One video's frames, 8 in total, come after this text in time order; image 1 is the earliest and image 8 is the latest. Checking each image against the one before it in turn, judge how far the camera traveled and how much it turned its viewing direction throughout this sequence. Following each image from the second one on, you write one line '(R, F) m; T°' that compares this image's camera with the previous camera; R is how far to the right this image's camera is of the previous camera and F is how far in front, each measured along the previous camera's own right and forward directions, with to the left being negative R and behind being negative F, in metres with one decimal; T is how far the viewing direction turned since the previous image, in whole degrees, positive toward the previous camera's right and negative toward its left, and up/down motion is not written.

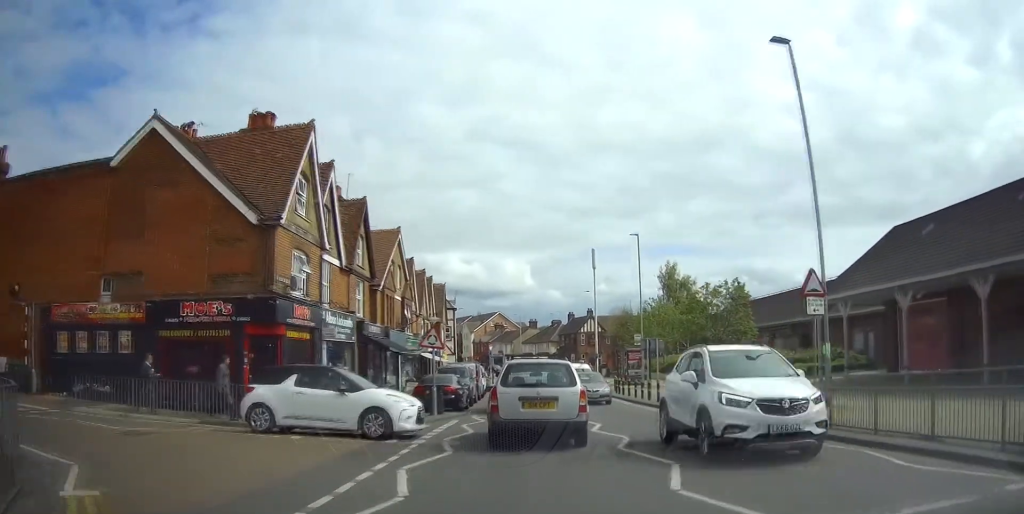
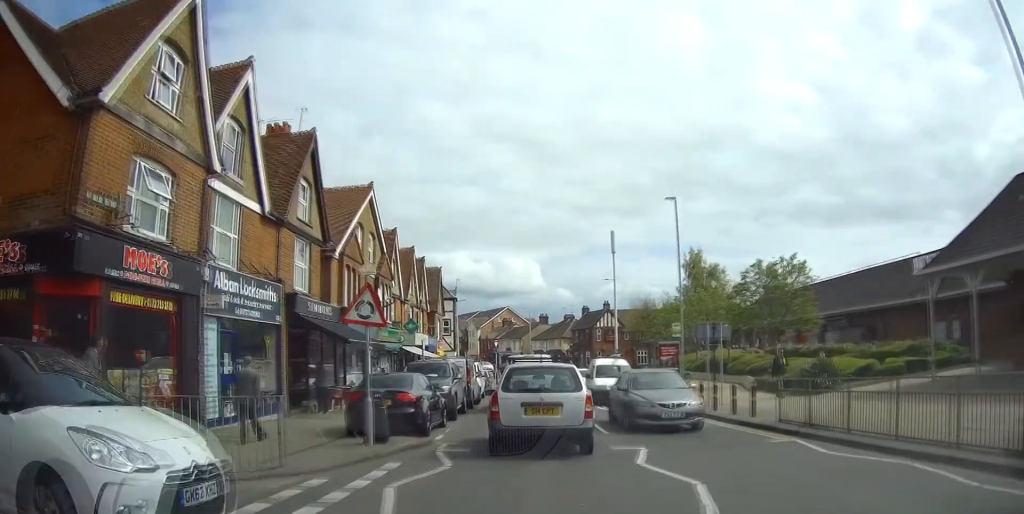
(+0.1, +9.5) m; +3°
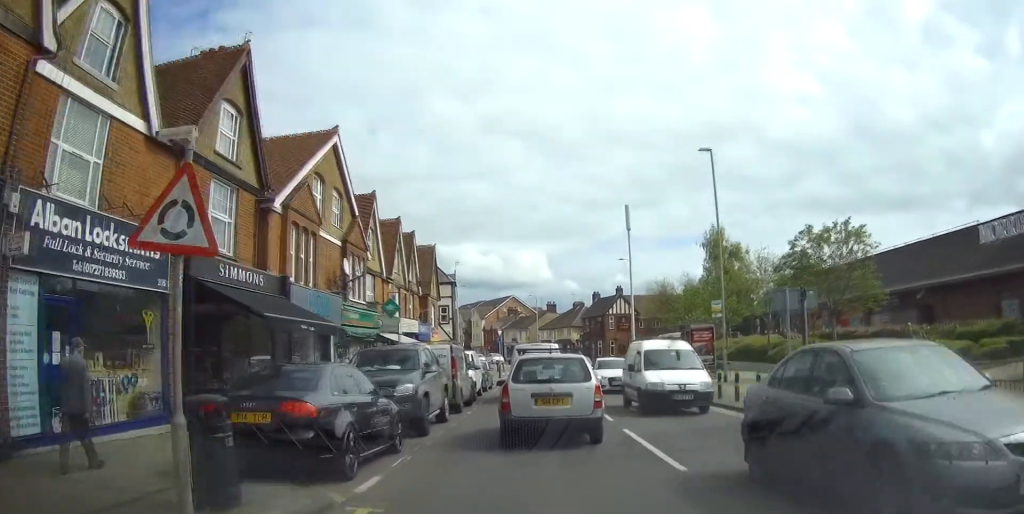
(+0.2, +6.9) m; 0°
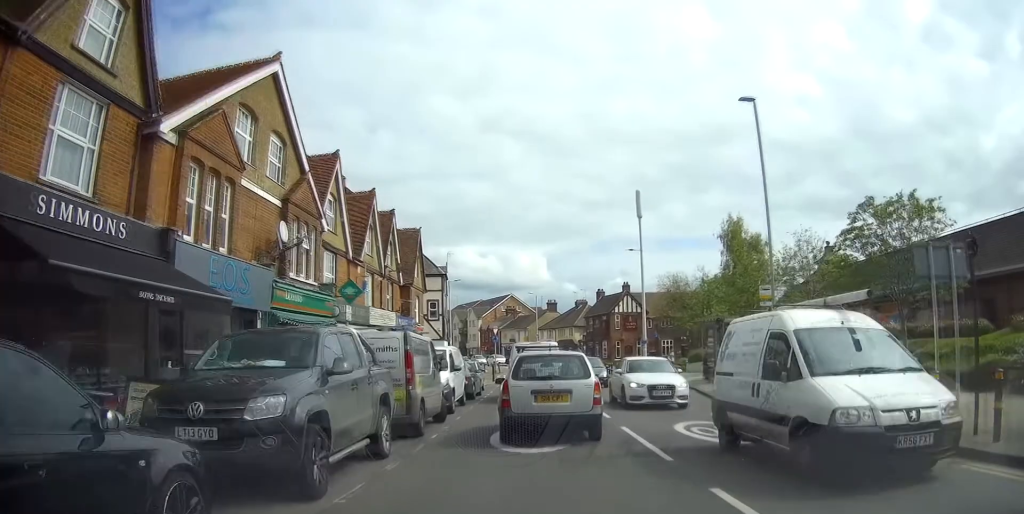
(-0.2, +6.5) m; -2°
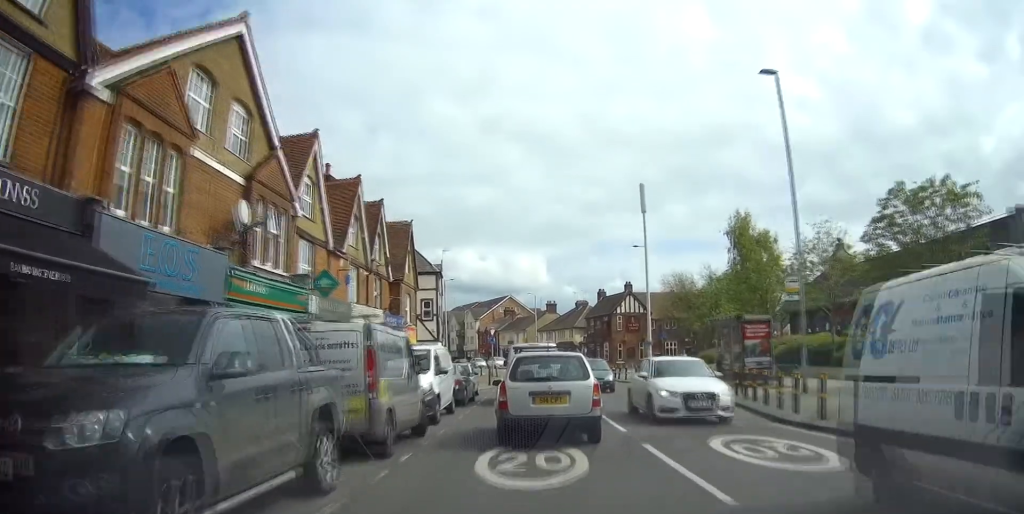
(0.0, +2.7) m; 0°
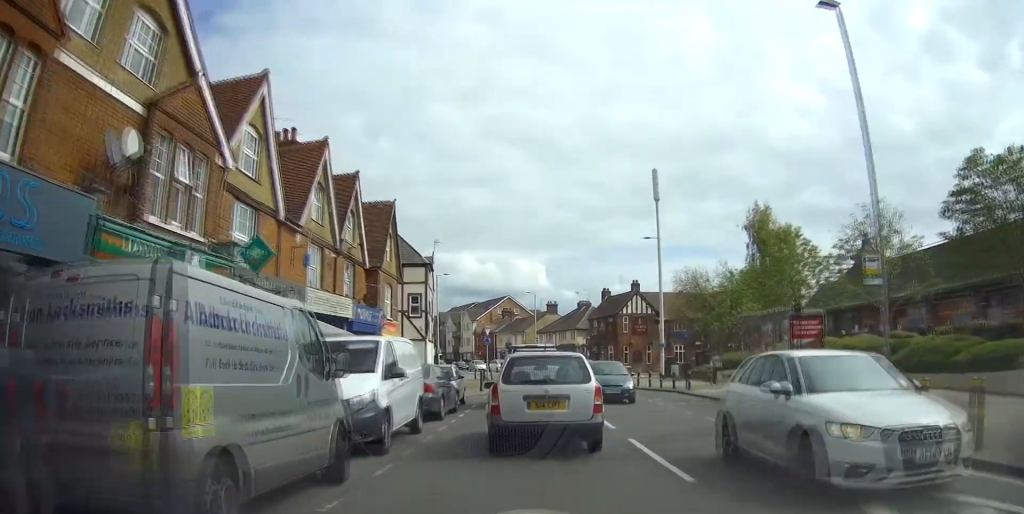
(0.0, +5.3) m; 0°
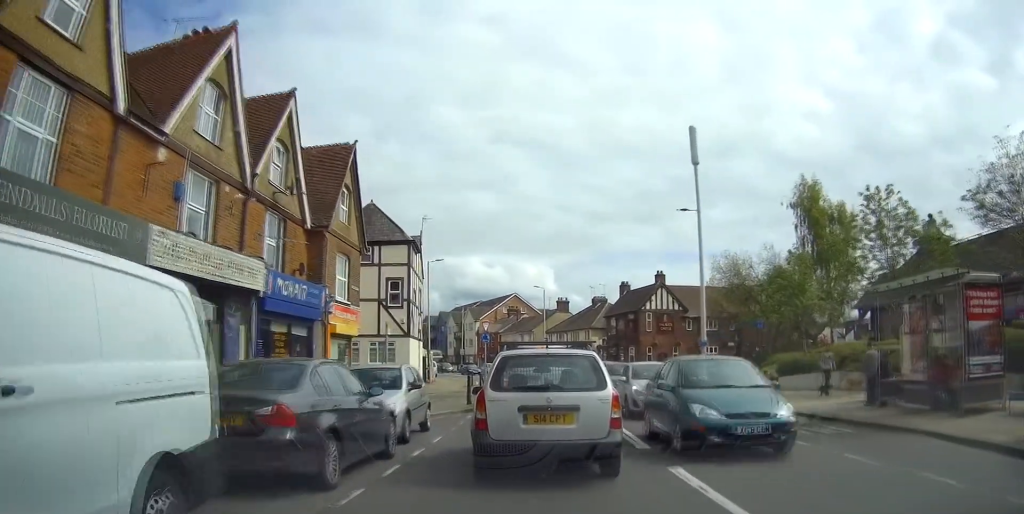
(0.0, +10.6) m; -3°
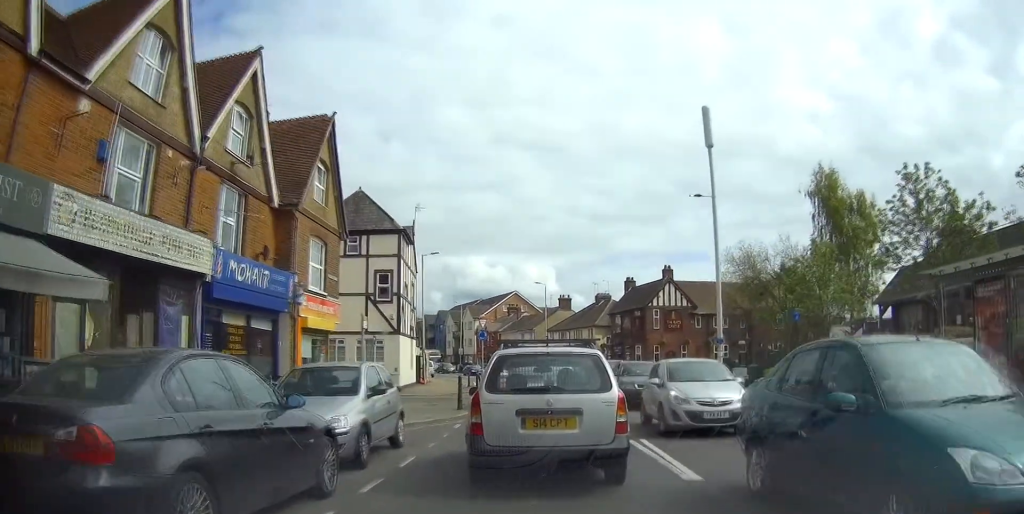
(-0.2, +3.4) m; 0°
